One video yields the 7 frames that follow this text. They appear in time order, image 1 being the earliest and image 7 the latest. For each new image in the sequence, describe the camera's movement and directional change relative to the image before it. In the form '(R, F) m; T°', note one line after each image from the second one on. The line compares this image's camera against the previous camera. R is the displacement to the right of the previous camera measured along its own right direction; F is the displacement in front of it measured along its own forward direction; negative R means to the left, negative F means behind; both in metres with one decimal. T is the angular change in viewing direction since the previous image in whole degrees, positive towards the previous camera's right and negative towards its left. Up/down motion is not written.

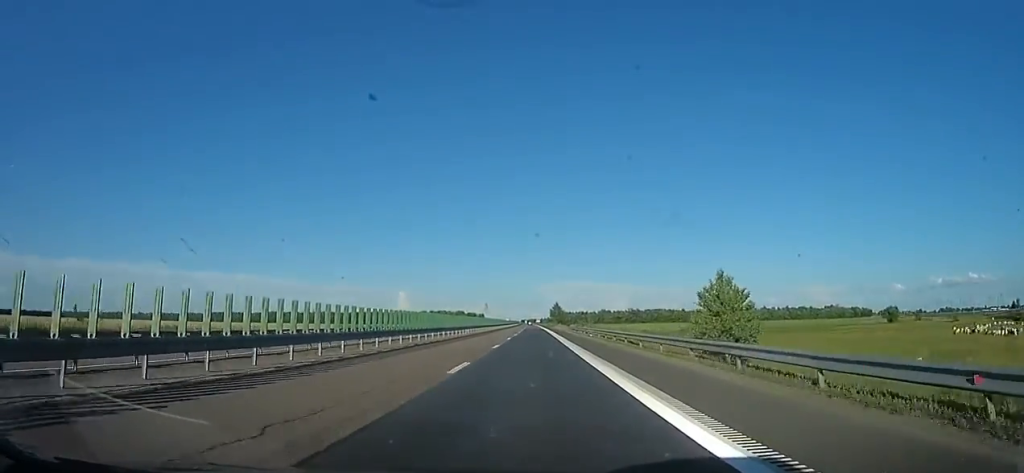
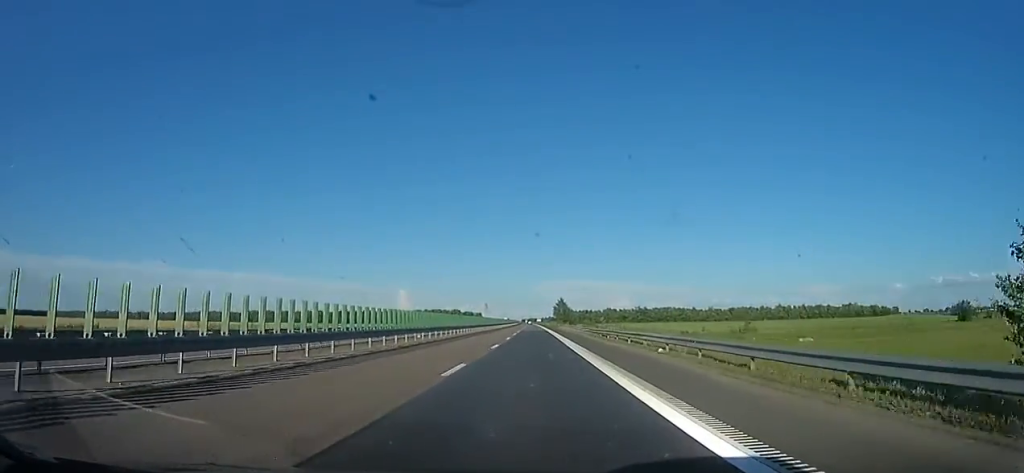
(-1.0, +24.8) m; 0°
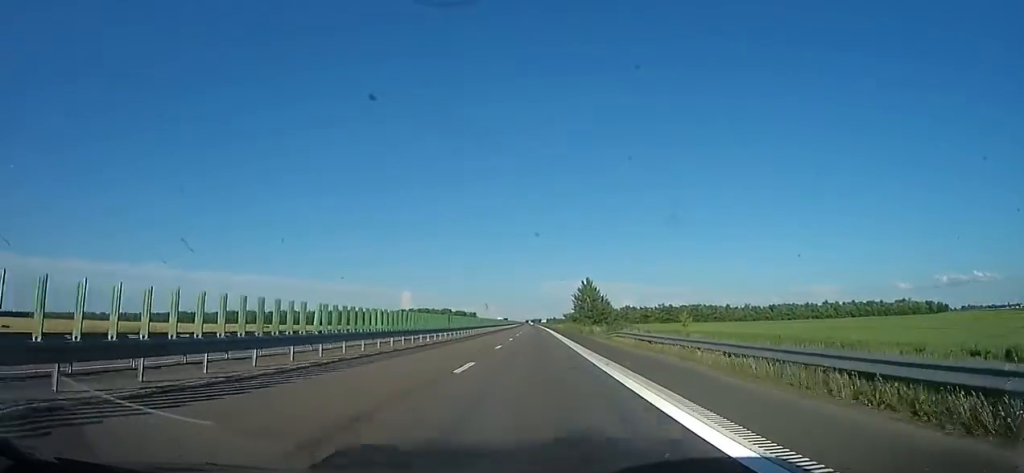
(+0.5, +59.9) m; -1°
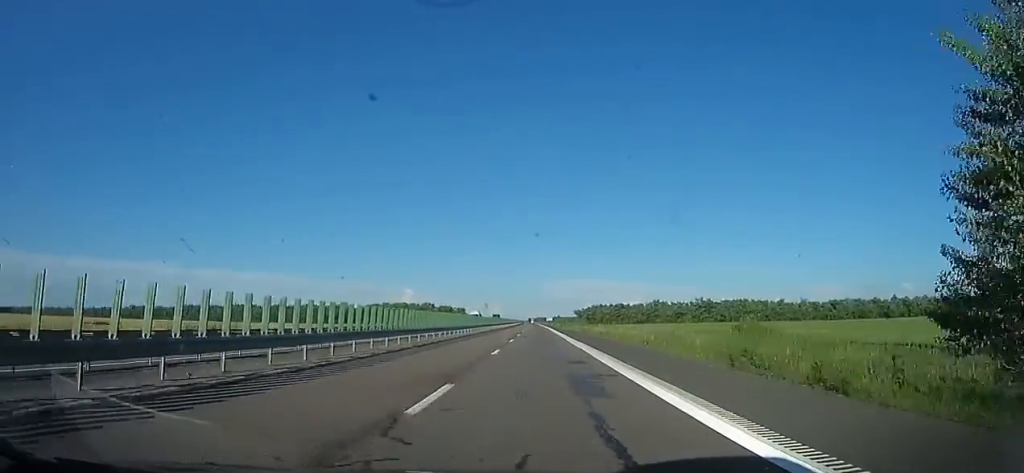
(-1.2, +66.6) m; +1°
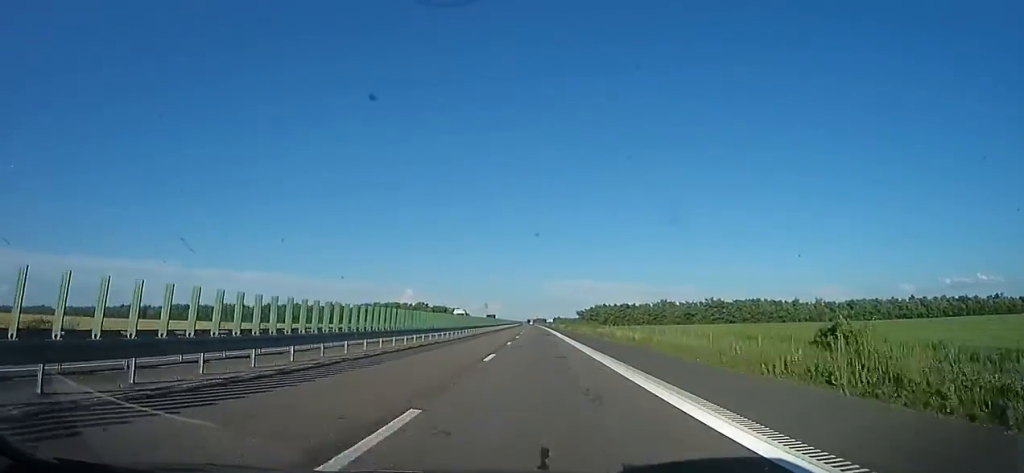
(+0.6, +14.9) m; 0°
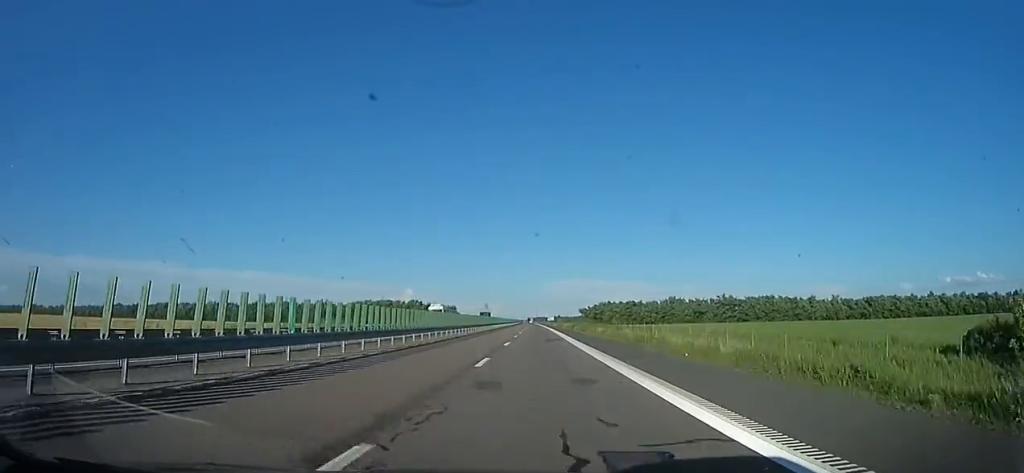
(+0.6, +14.3) m; 0°
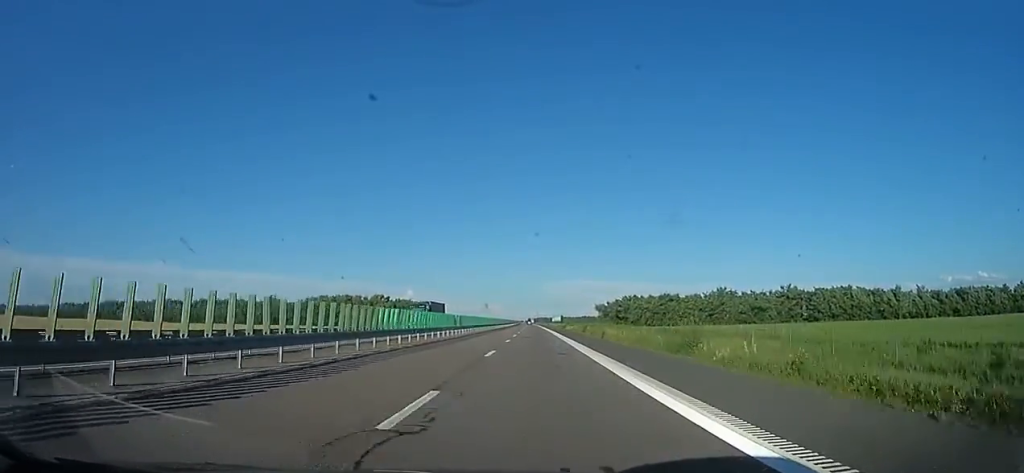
(-2.4, +55.8) m; -1°
